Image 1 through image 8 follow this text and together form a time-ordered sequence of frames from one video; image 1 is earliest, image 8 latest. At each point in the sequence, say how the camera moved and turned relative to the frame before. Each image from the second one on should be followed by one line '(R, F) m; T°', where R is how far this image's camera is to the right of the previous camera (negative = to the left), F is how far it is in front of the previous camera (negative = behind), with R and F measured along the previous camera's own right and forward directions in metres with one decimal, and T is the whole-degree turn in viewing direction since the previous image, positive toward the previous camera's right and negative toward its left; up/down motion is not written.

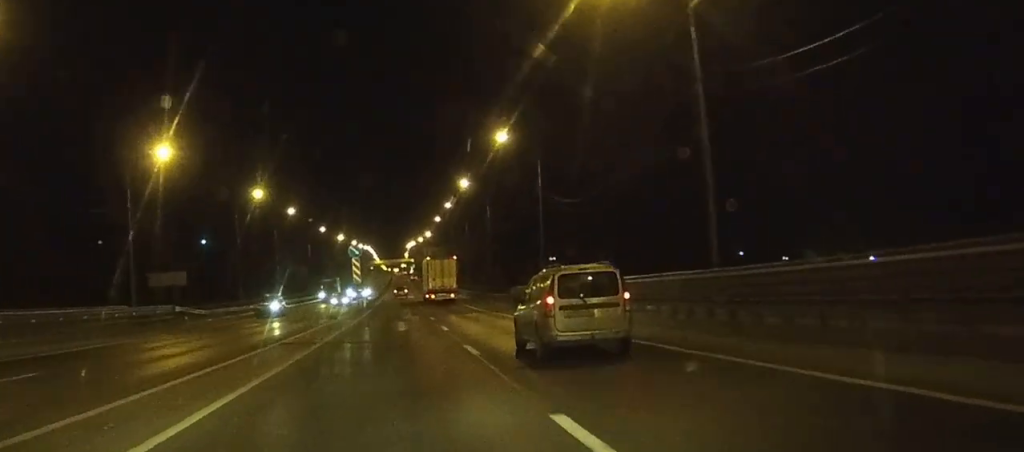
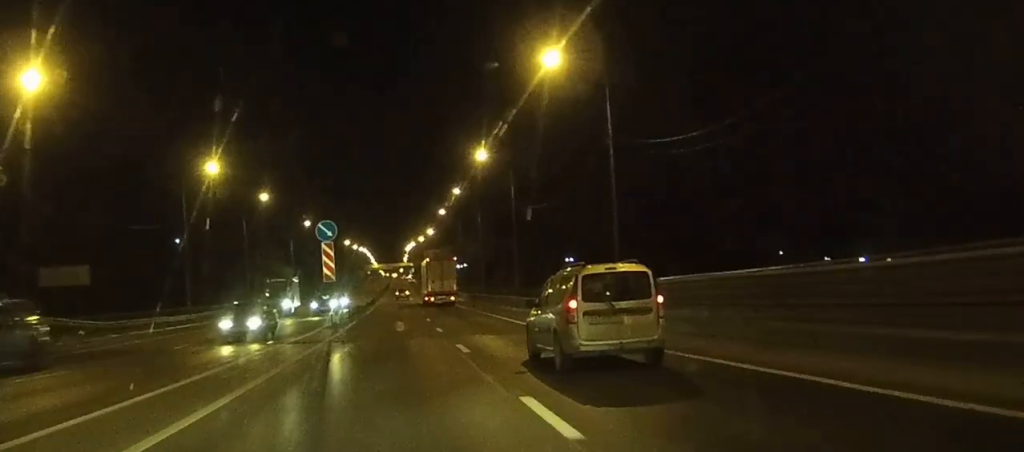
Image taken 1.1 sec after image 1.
(+0.1, +22.0) m; 0°
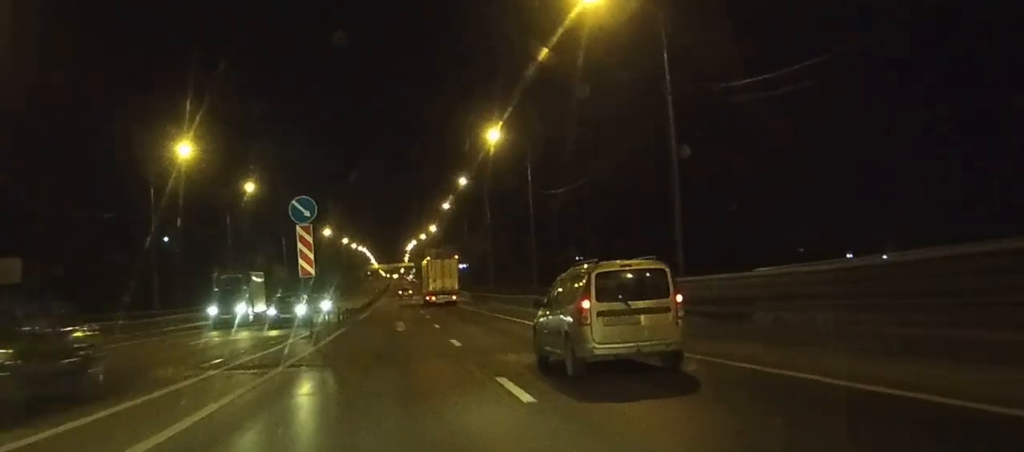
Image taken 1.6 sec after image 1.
(+0.1, +9.4) m; -1°
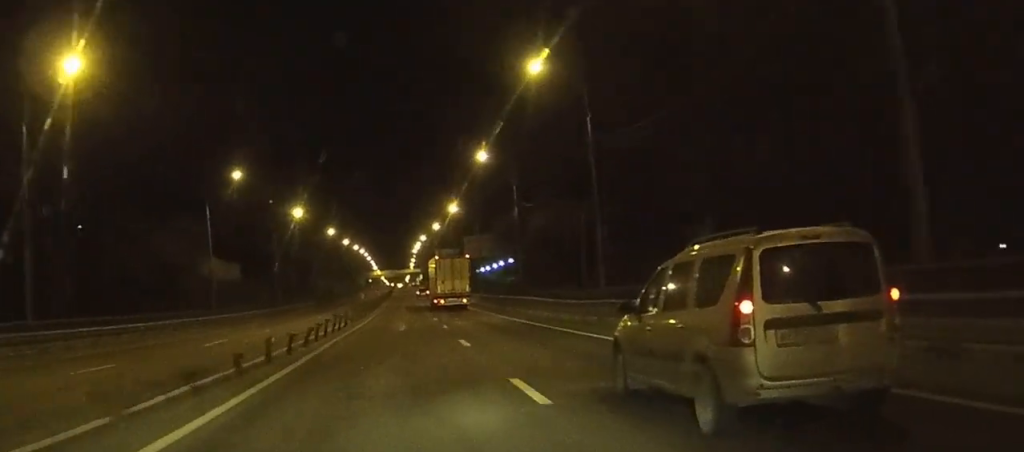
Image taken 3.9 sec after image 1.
(-0.4, +48.5) m; 0°
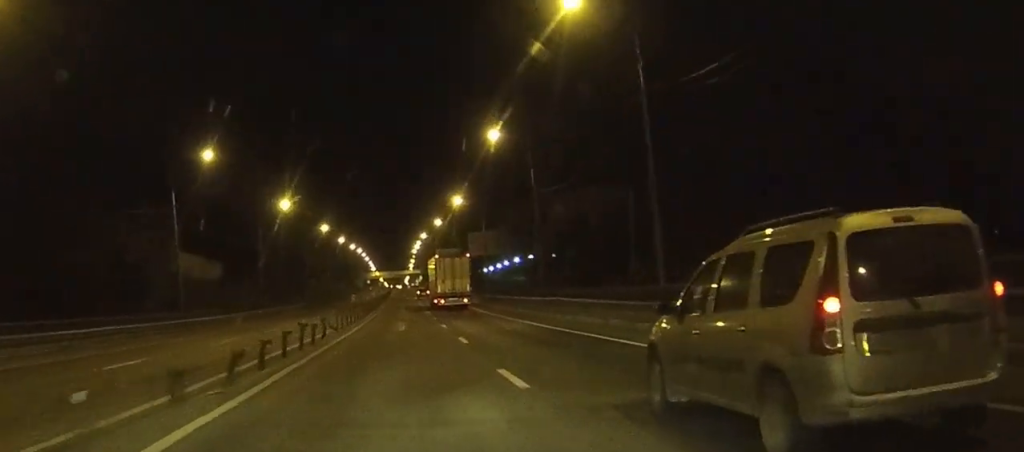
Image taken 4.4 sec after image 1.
(0.0, +10.2) m; 0°
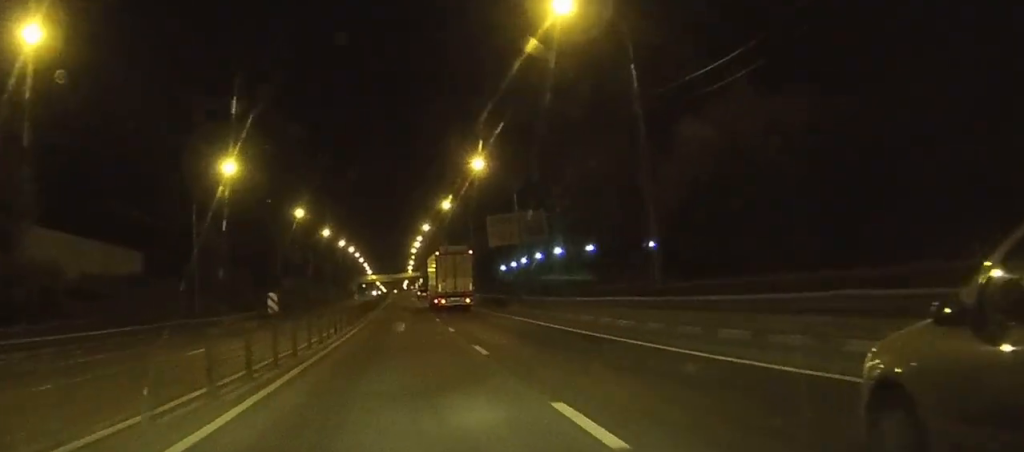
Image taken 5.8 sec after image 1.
(+0.1, +28.6) m; 0°
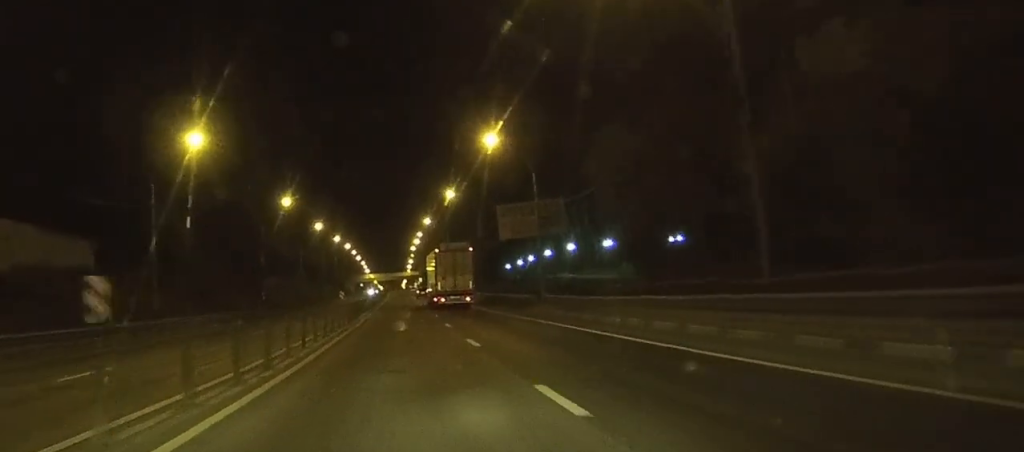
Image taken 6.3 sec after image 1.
(0.0, +10.2) m; 0°
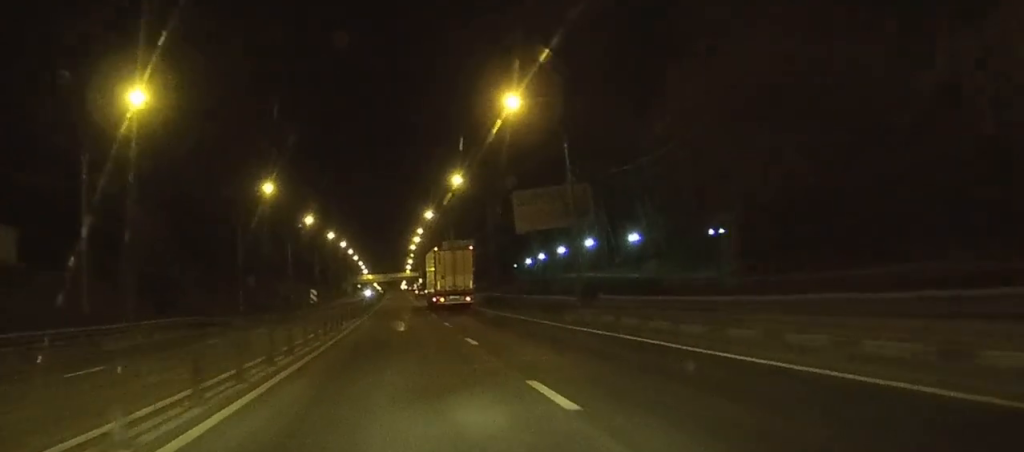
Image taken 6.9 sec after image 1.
(0.0, +11.6) m; 0°
